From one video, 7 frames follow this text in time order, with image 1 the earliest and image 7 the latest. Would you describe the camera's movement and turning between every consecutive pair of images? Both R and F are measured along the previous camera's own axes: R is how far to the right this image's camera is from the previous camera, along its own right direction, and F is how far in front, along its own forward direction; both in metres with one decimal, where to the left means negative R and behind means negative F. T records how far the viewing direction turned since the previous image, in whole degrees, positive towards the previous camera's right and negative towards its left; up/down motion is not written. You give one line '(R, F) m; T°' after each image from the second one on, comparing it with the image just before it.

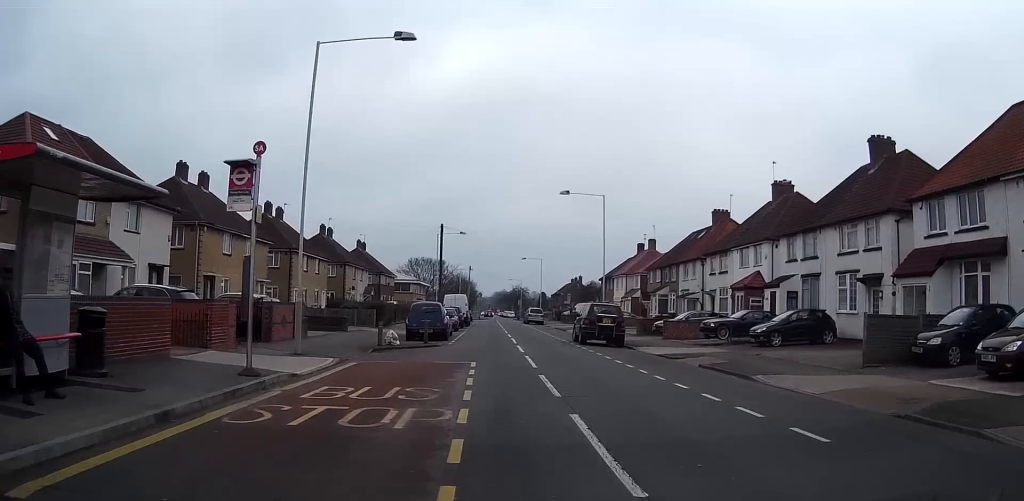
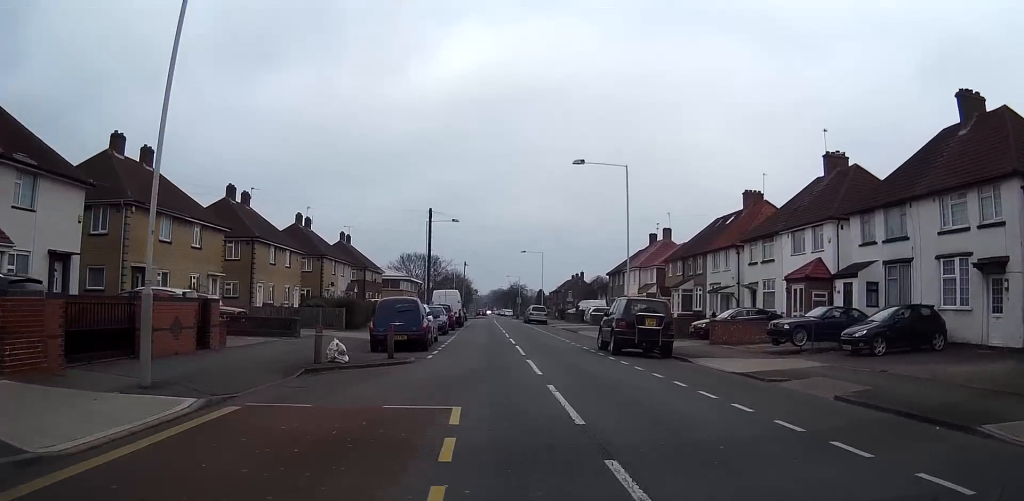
(+0.1, +8.5) m; 0°
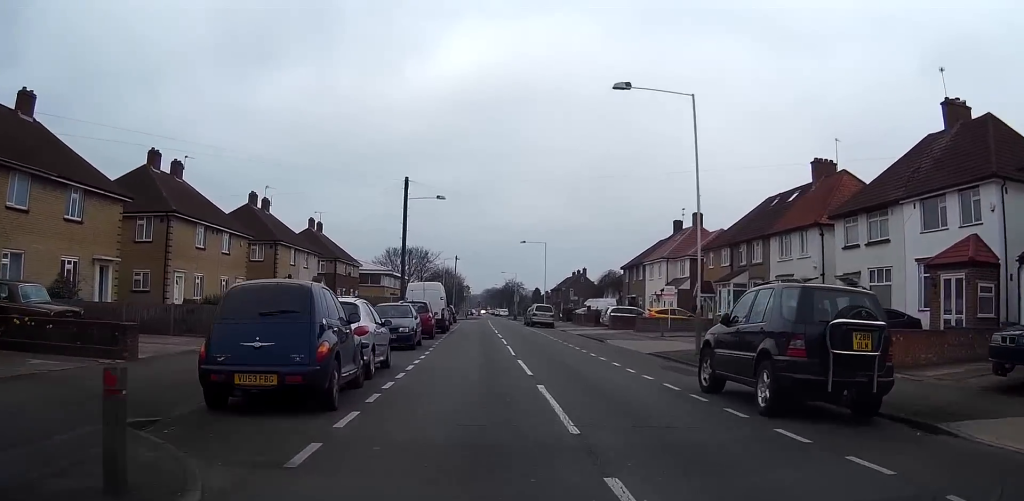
(0.0, +12.7) m; +1°
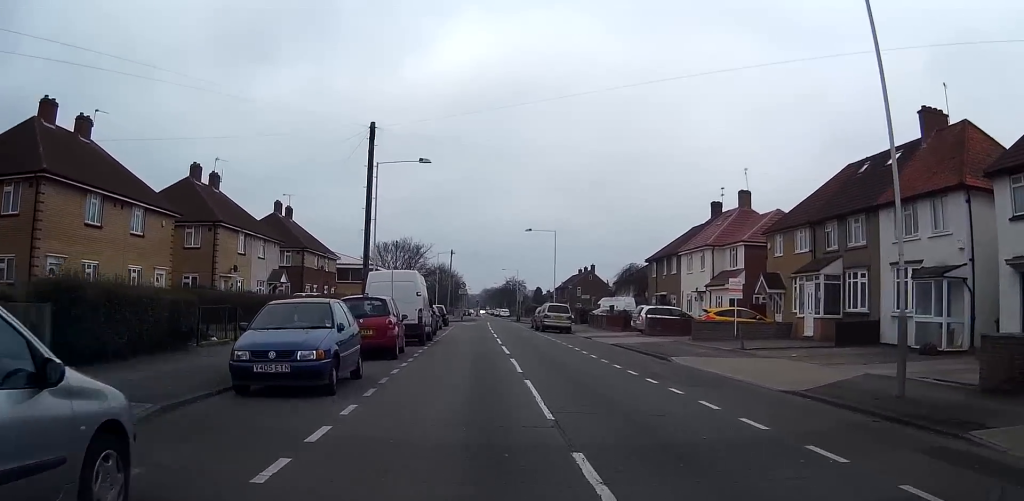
(+0.1, +11.9) m; 0°
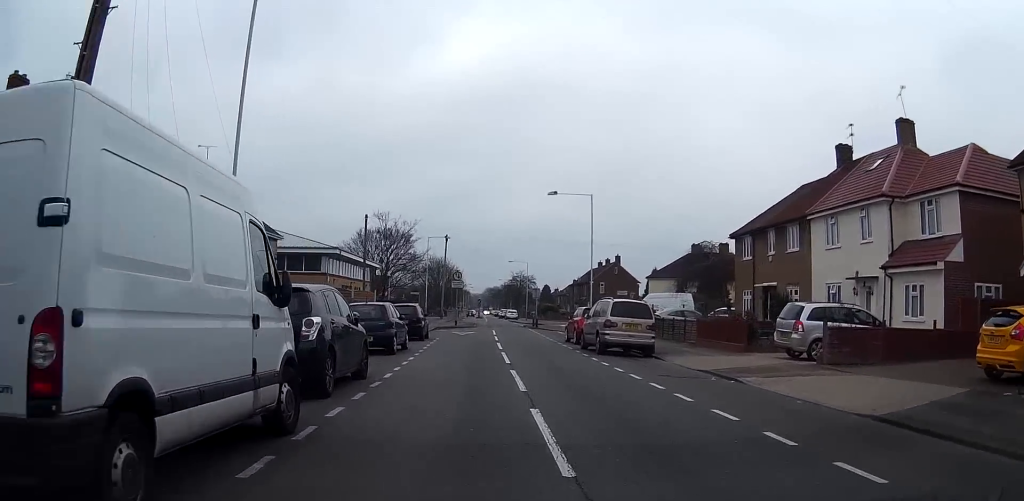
(-0.1, +21.1) m; -1°
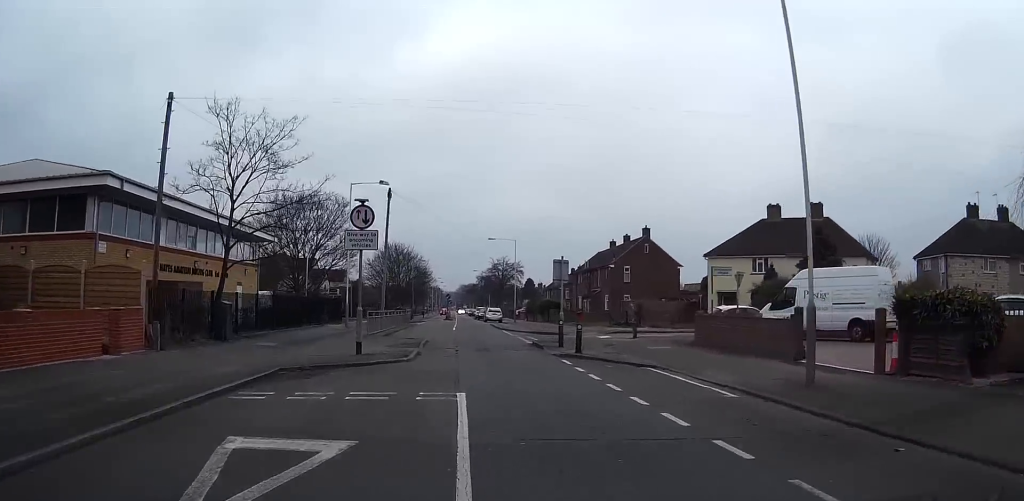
(+0.3, +32.1) m; +2°
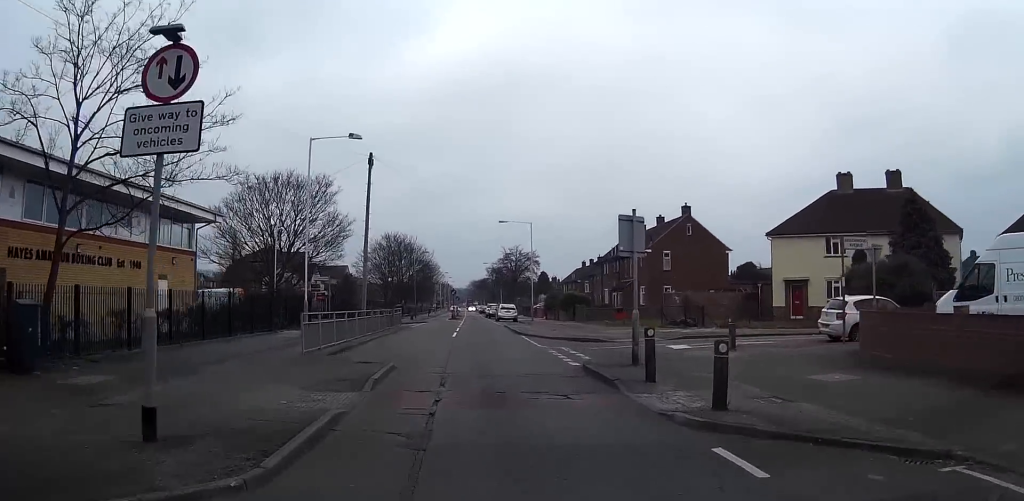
(+0.1, +11.7) m; 0°
